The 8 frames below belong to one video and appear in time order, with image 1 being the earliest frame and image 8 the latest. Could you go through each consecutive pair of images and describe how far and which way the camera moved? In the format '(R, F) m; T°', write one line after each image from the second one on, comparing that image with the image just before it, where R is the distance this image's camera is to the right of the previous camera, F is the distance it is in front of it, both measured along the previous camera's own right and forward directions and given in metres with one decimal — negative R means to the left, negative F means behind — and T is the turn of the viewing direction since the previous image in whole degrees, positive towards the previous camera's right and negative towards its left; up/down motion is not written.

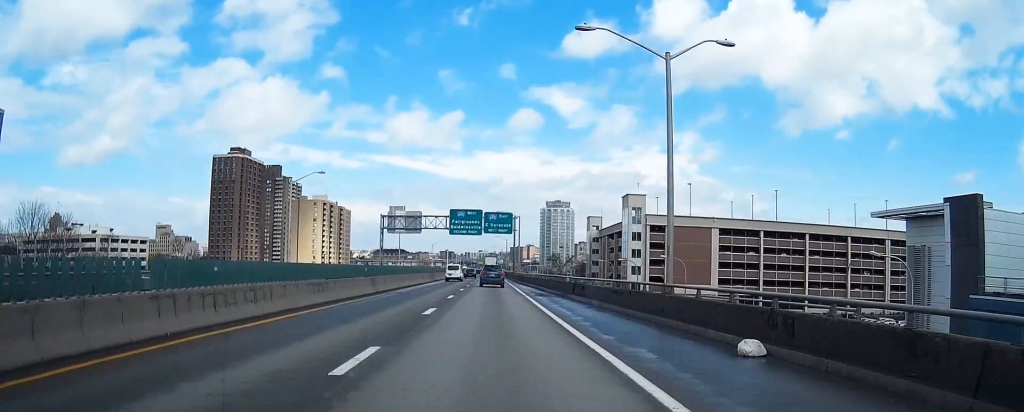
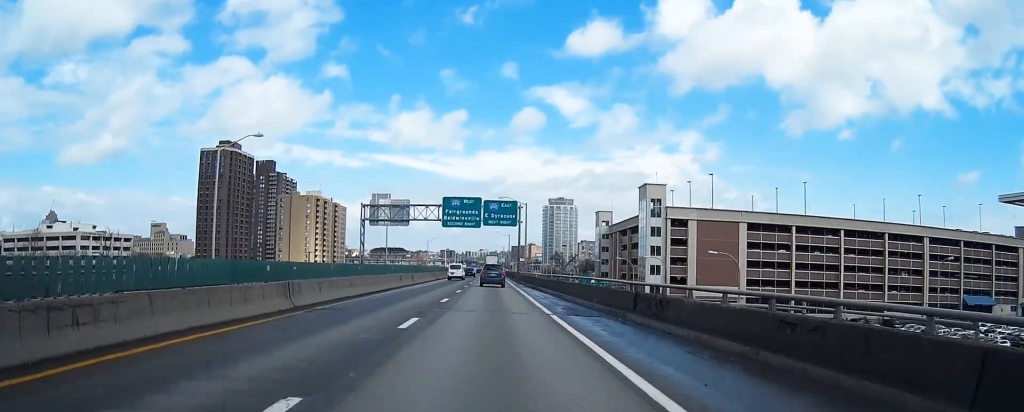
(0.0, +17.0) m; 0°
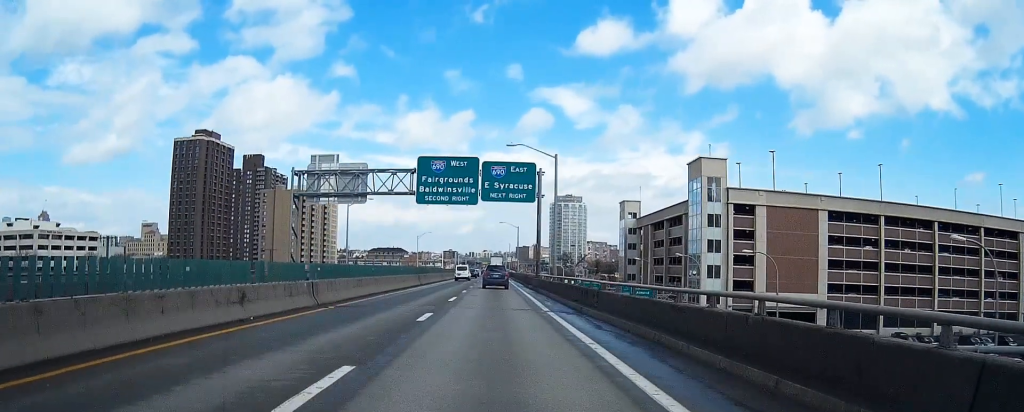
(-0.1, +33.7) m; 0°
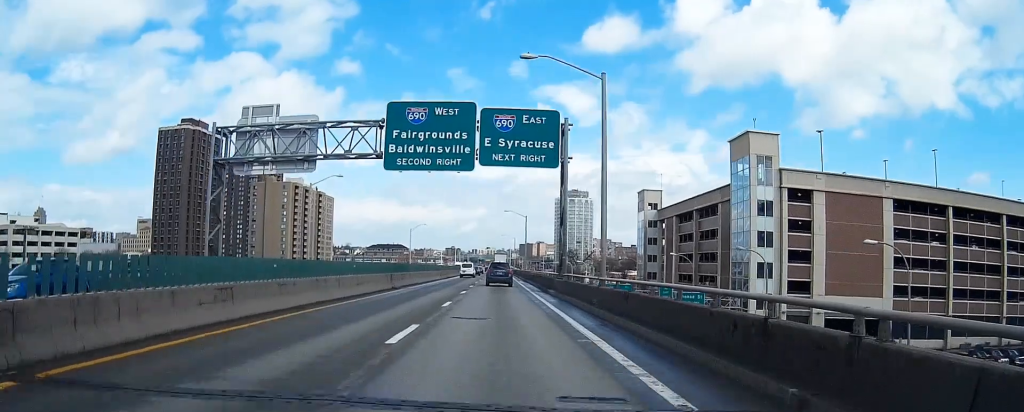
(-0.1, +18.3) m; 0°
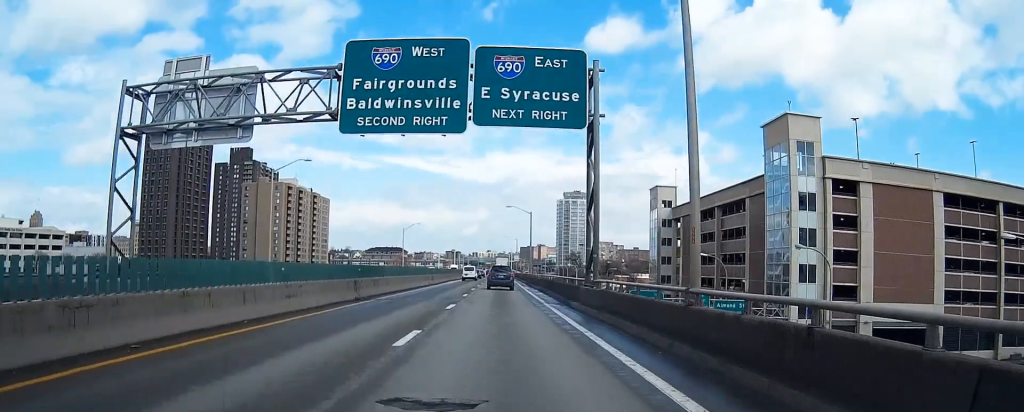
(+0.1, +11.4) m; 0°
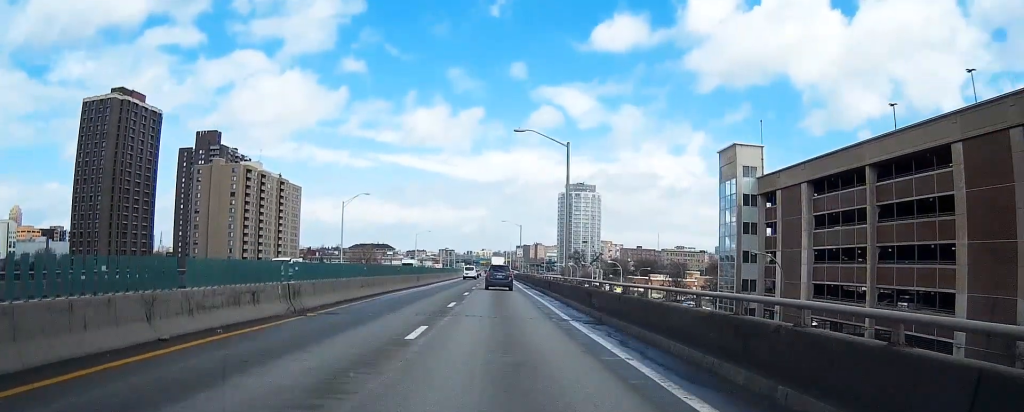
(+0.2, +46.7) m; 0°
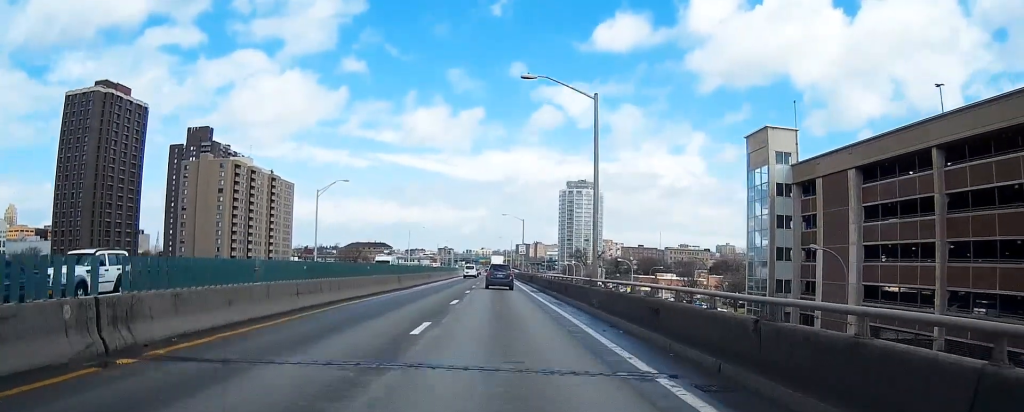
(0.0, +11.1) m; 0°
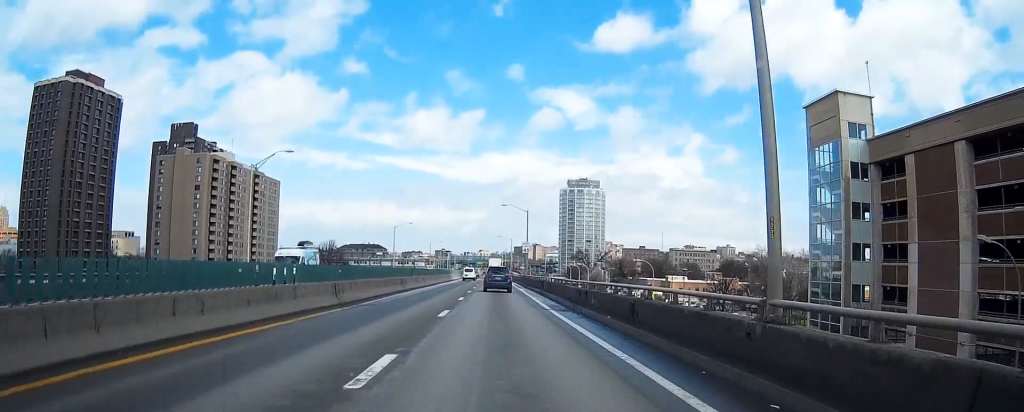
(0.0, +18.2) m; 0°
